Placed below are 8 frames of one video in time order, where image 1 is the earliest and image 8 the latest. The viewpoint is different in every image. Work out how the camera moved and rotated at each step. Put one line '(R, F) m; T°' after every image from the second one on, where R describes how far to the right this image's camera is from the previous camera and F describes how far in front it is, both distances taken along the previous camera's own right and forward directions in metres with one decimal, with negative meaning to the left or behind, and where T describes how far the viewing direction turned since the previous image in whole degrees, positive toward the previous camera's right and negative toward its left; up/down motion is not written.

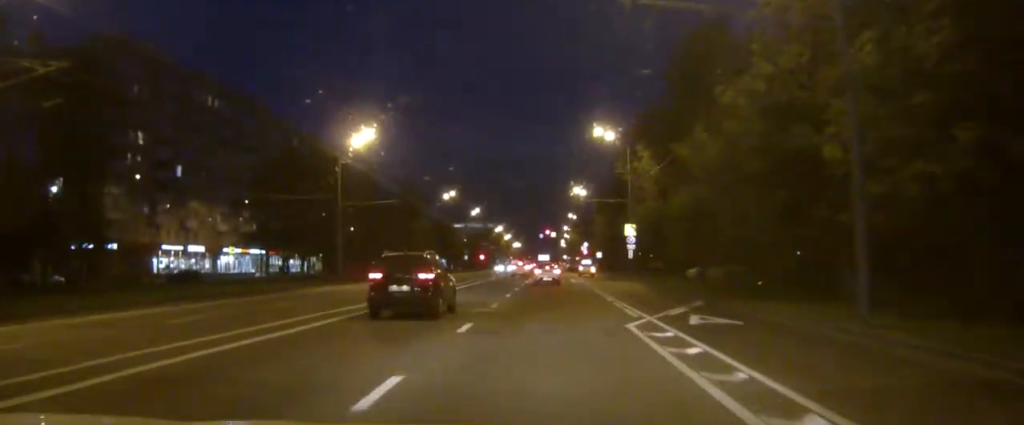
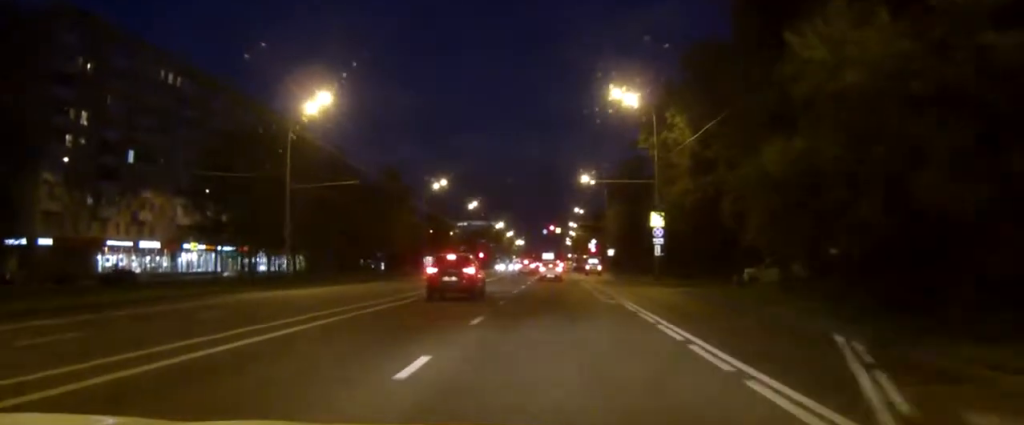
(-0.1, +14.5) m; -1°
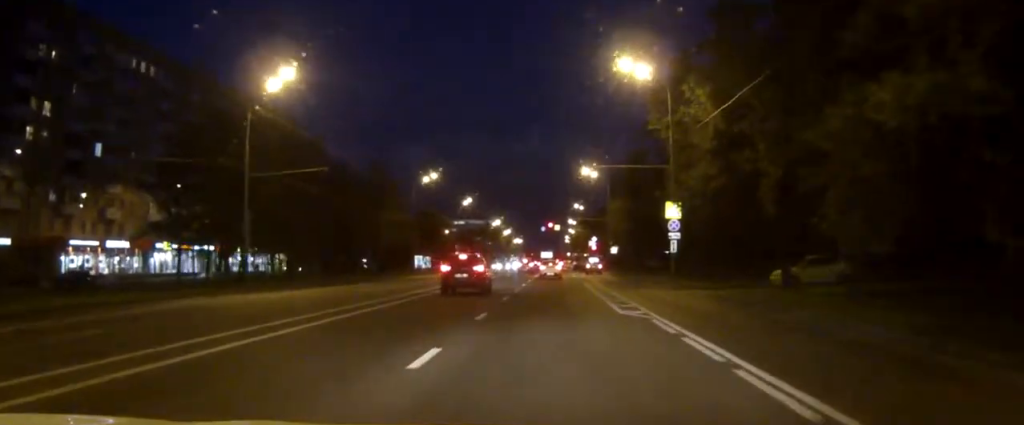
(0.0, +7.4) m; 0°
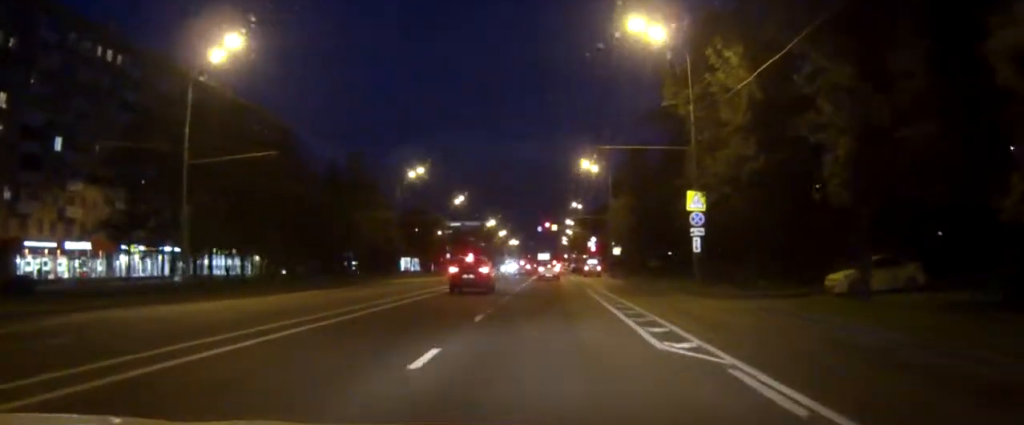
(-0.1, +7.9) m; 0°
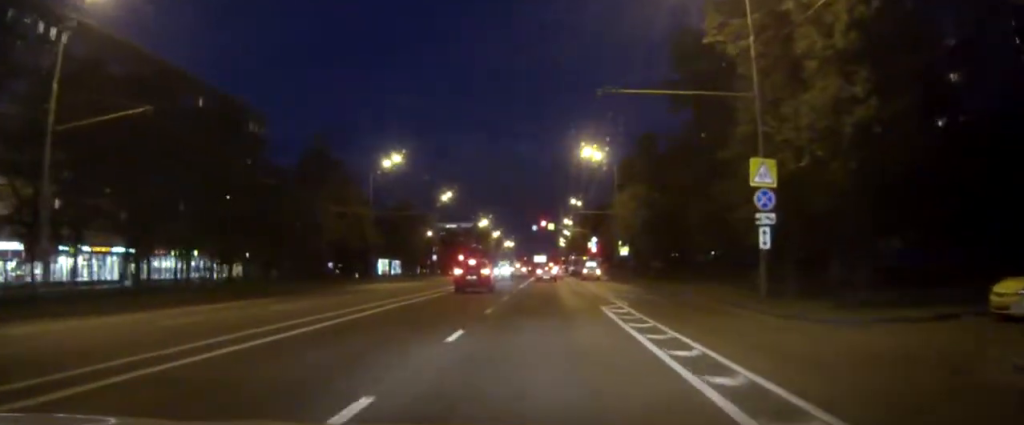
(+0.2, +12.4) m; +1°
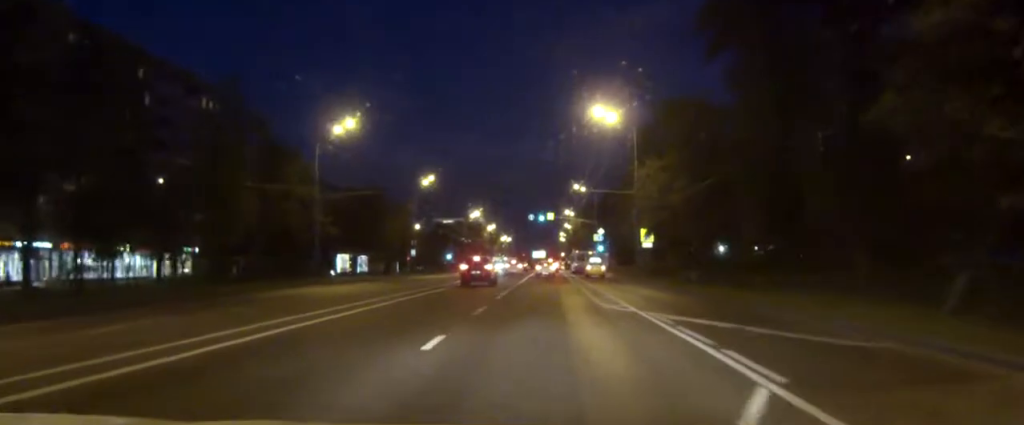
(+0.1, +18.5) m; +1°
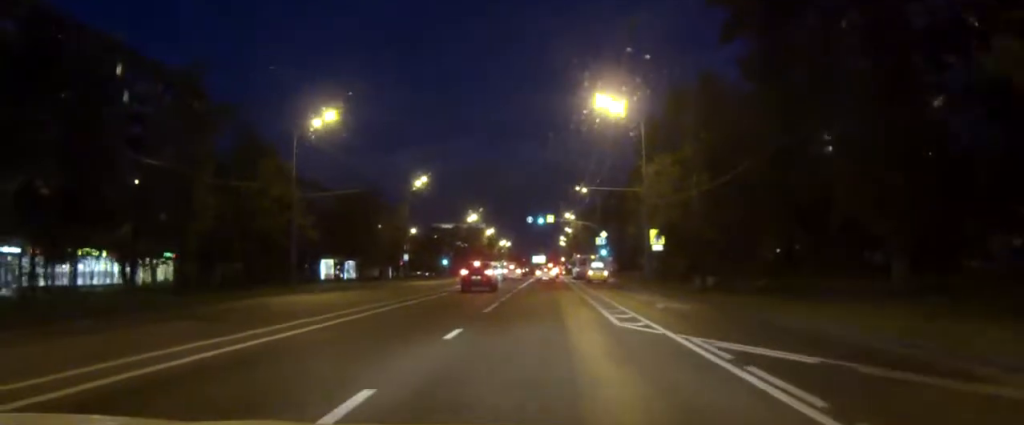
(0.0, +5.5) m; 0°
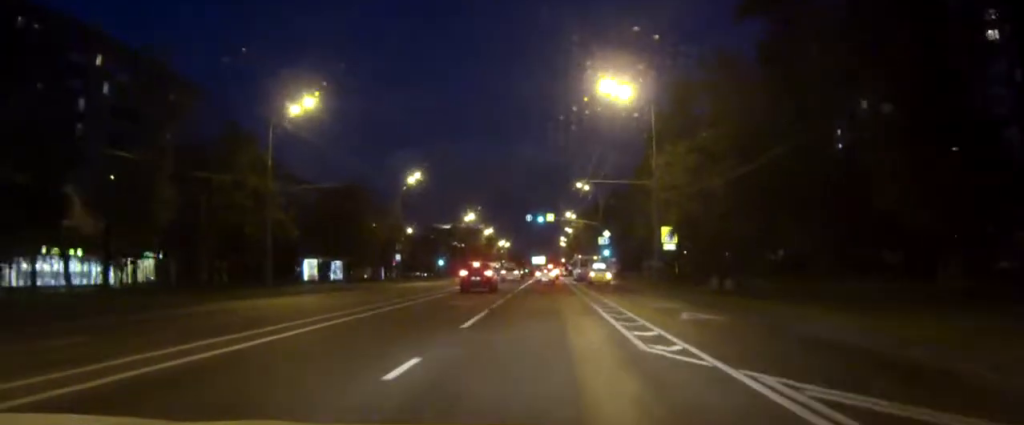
(0.0, +5.1) m; 0°
